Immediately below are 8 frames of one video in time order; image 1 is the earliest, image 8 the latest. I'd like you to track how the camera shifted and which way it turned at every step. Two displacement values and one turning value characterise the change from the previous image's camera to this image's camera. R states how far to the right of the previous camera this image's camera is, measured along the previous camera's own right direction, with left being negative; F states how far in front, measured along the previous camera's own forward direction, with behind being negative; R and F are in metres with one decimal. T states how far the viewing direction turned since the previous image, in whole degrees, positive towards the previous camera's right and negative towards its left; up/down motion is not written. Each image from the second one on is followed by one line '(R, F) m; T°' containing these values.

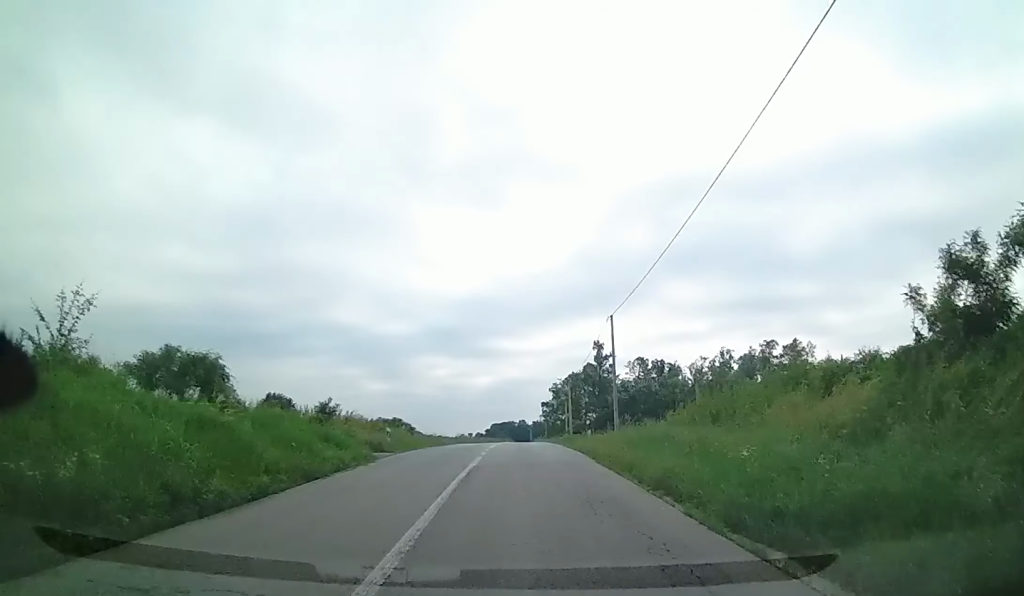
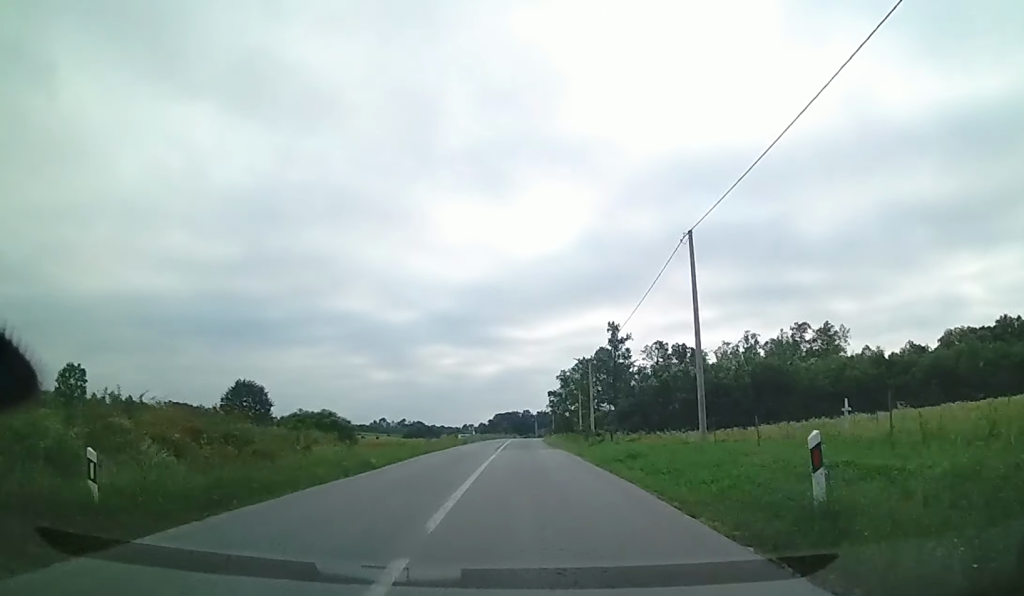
(-0.8, +19.4) m; -3°
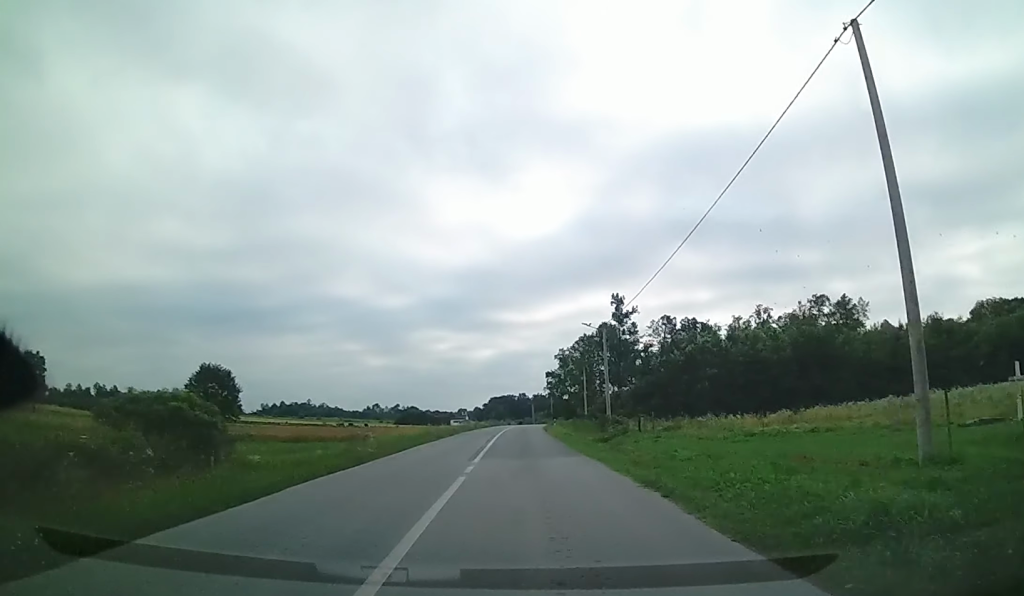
(-0.1, +14.0) m; +1°
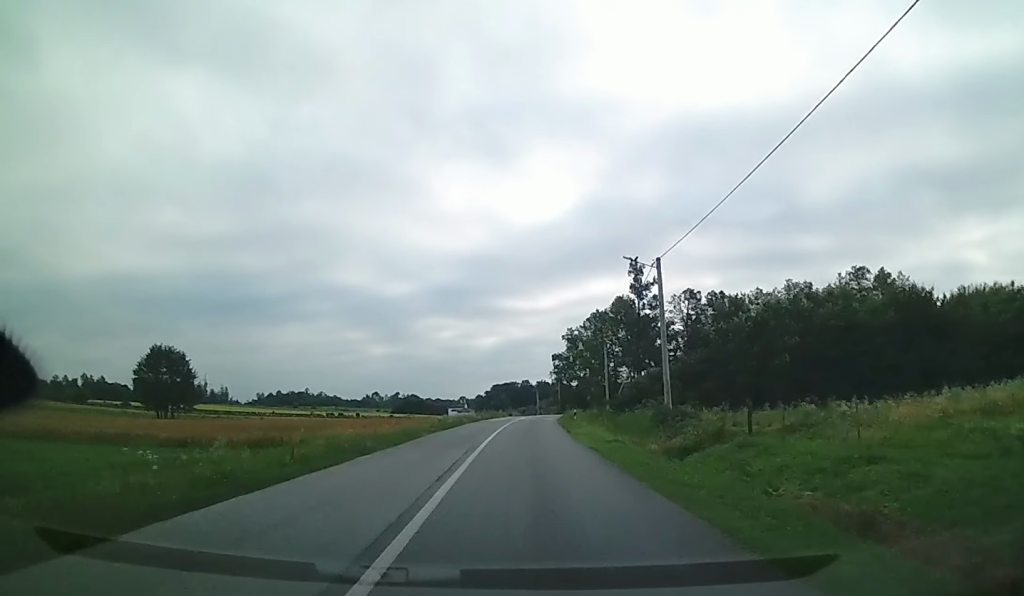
(+0.6, +18.5) m; +1°
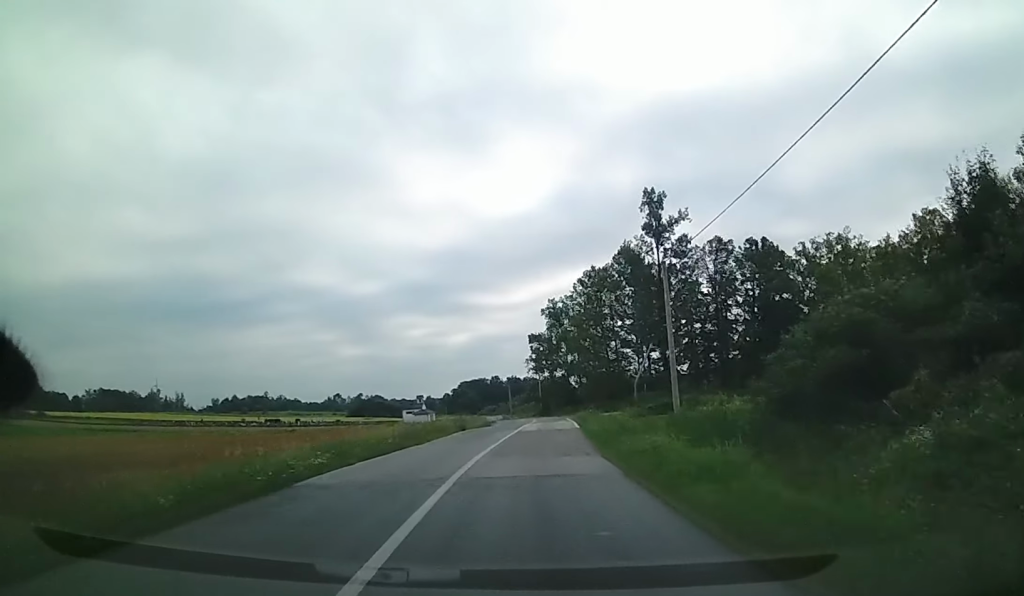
(+0.9, +37.9) m; +6°
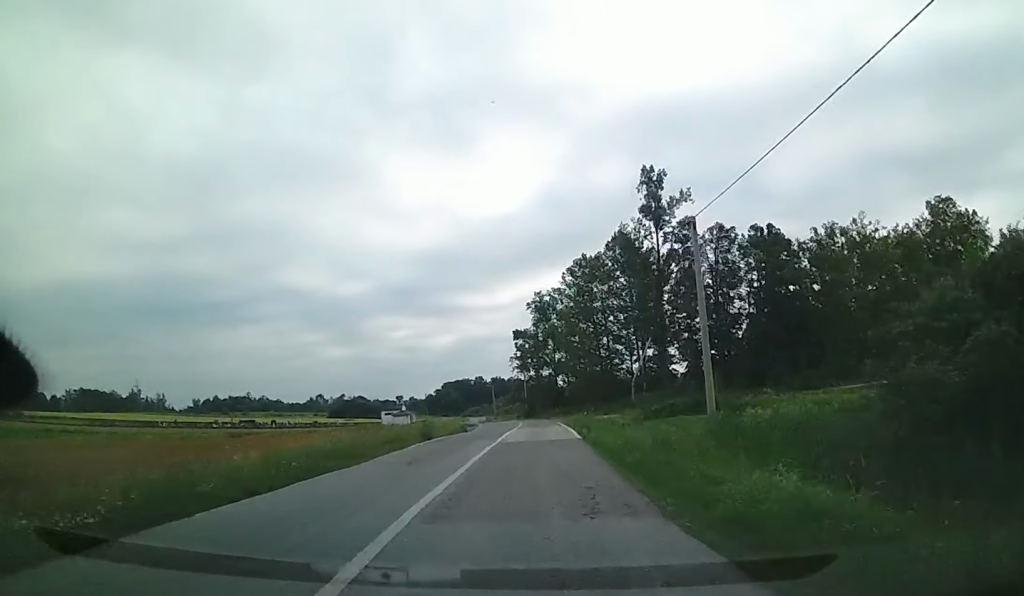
(+0.2, +8.1) m; +2°
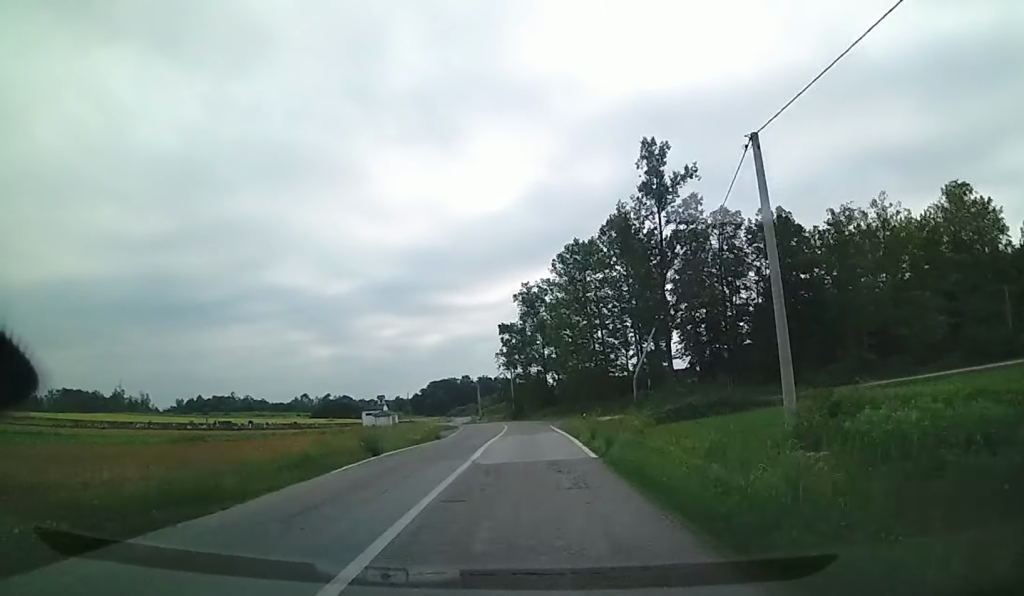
(+0.1, +8.0) m; -1°
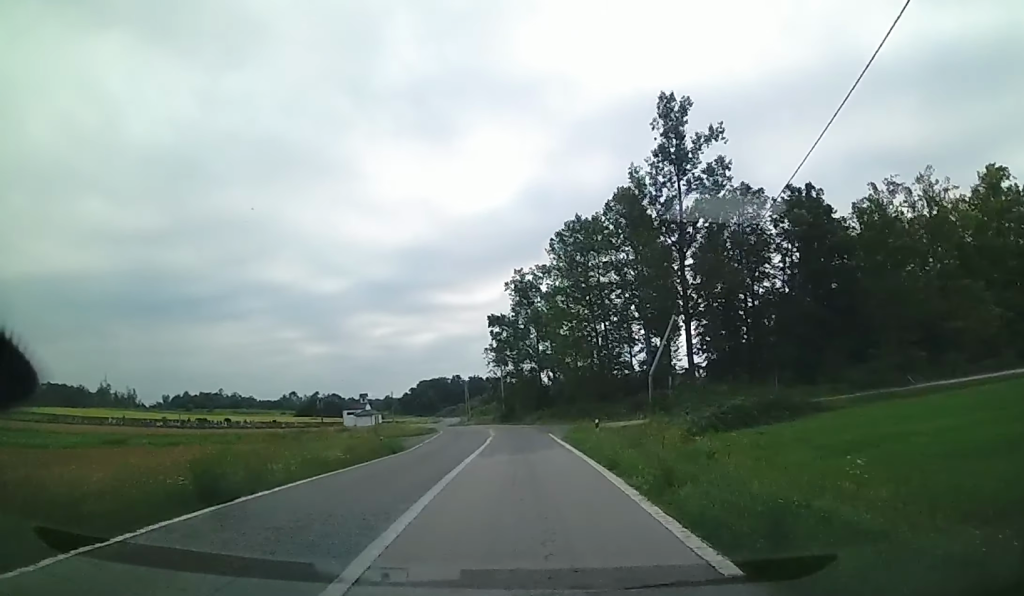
(+0.2, +10.3) m; -1°
